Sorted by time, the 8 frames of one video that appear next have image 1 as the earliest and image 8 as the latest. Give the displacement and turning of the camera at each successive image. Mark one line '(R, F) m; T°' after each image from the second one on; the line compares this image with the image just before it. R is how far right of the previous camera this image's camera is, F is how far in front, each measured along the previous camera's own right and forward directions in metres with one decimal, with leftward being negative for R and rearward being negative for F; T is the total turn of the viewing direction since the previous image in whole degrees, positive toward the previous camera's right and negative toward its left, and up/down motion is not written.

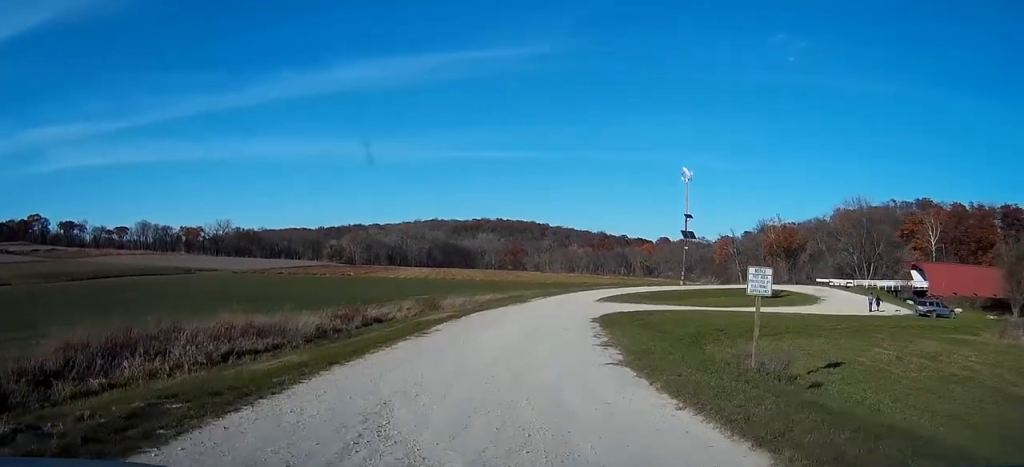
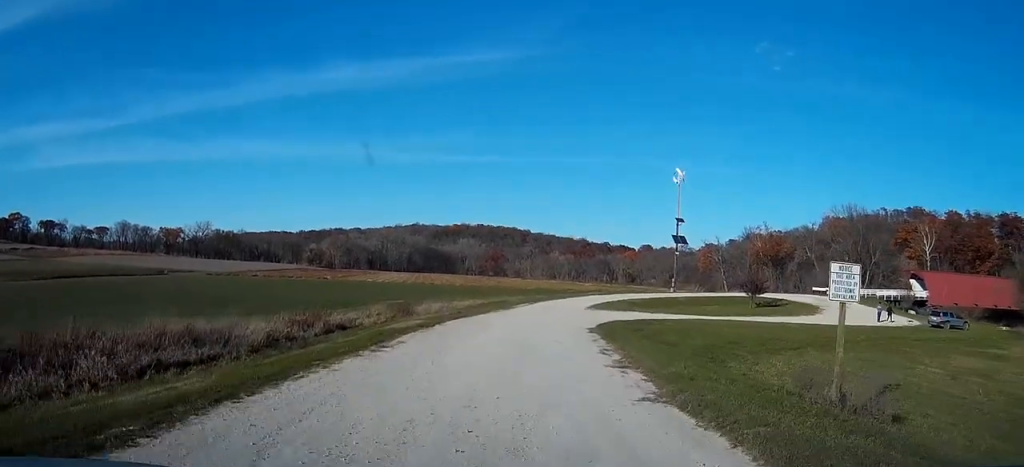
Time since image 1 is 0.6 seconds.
(+0.1, +4.8) m; +3°
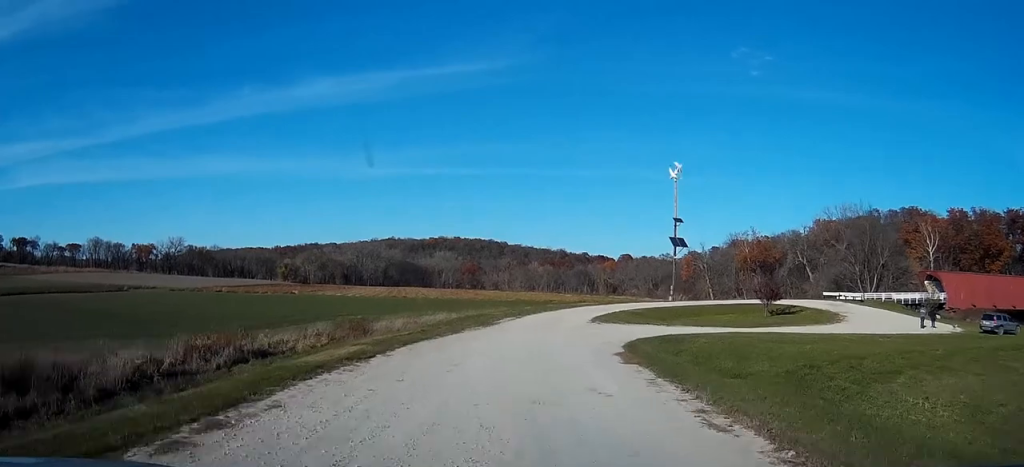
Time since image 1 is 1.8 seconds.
(+0.4, +9.6) m; +4°
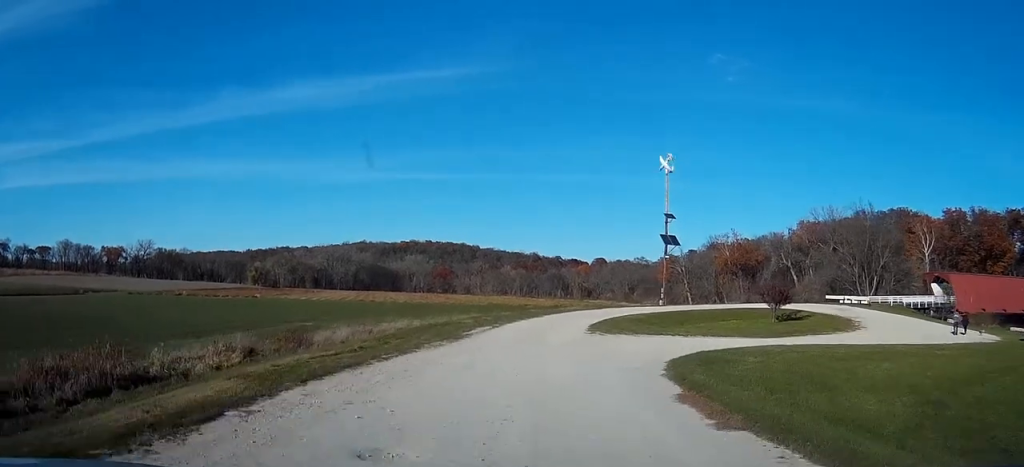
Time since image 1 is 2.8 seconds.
(+0.2, +7.7) m; +2°
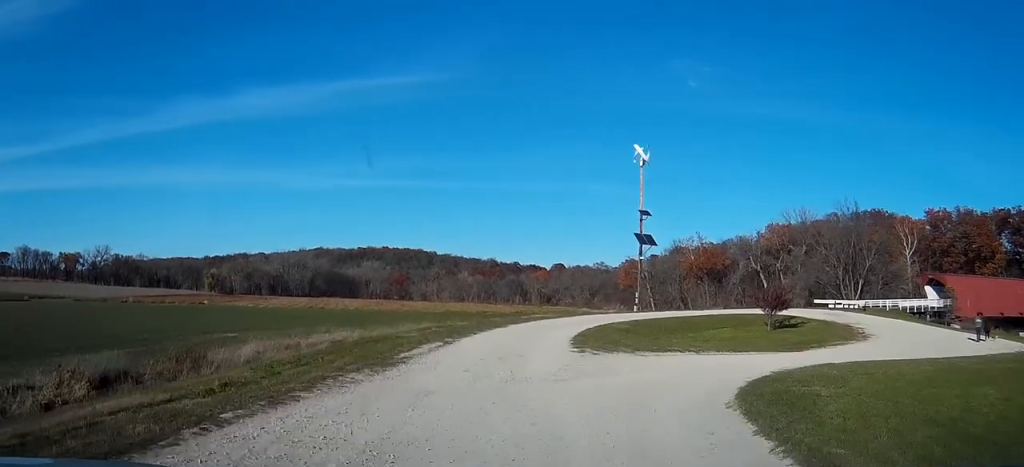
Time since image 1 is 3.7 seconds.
(+0.1, +7.1) m; +4°
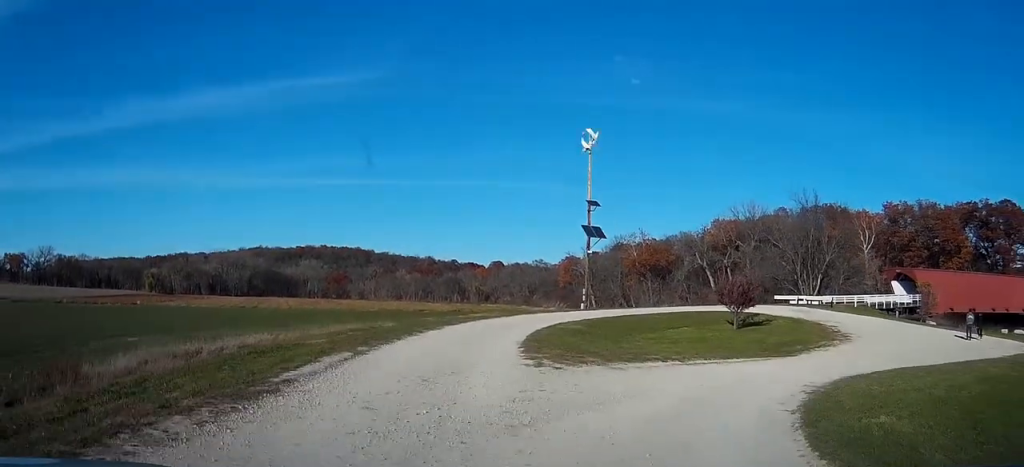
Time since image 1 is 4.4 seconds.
(+0.1, +5.2) m; +6°
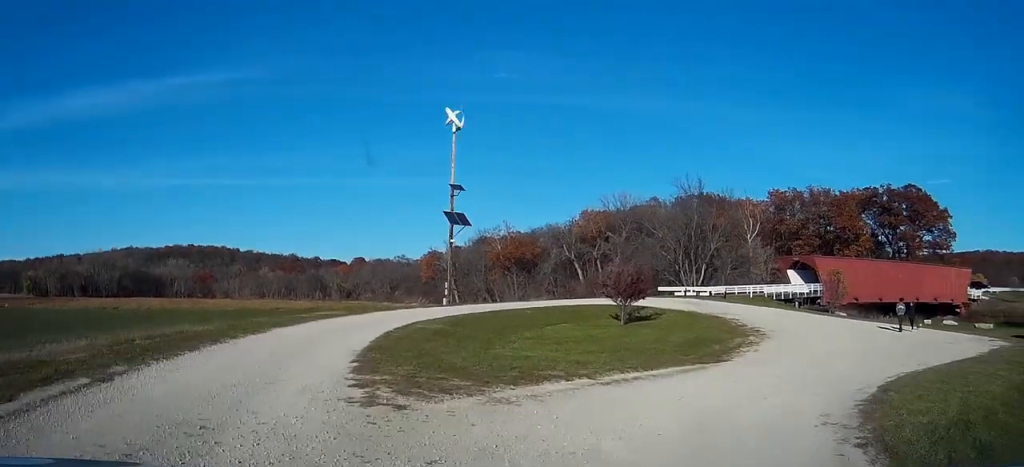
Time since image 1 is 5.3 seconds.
(+0.5, +6.1) m; +12°
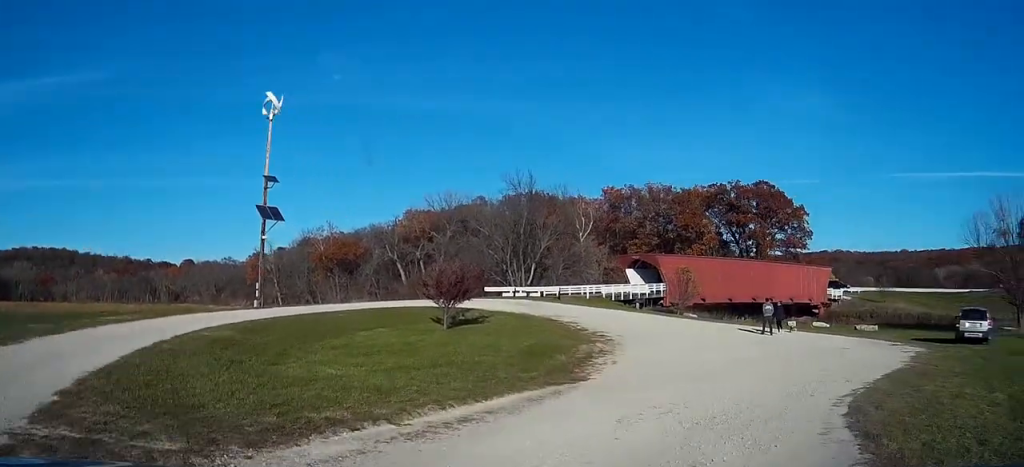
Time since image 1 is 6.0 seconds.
(+0.6, +4.7) m; +15°
